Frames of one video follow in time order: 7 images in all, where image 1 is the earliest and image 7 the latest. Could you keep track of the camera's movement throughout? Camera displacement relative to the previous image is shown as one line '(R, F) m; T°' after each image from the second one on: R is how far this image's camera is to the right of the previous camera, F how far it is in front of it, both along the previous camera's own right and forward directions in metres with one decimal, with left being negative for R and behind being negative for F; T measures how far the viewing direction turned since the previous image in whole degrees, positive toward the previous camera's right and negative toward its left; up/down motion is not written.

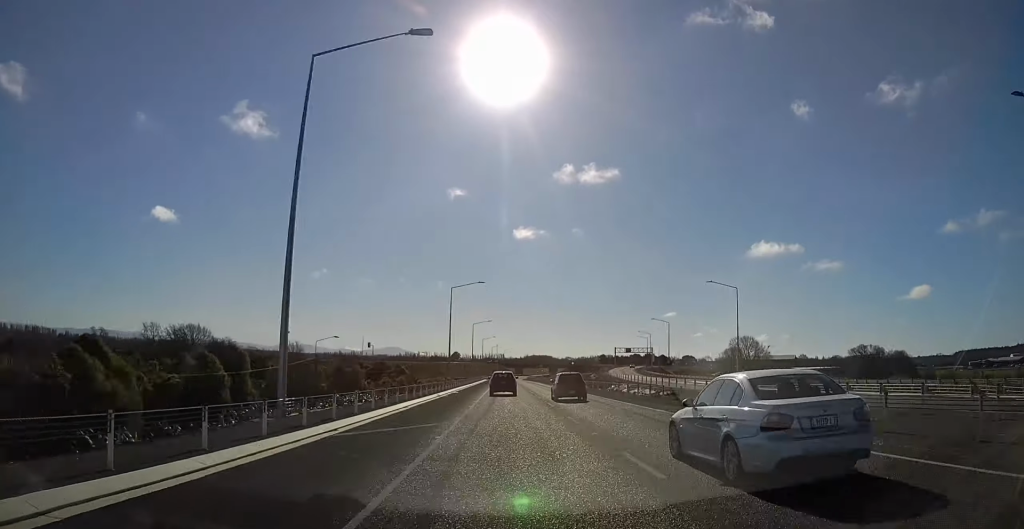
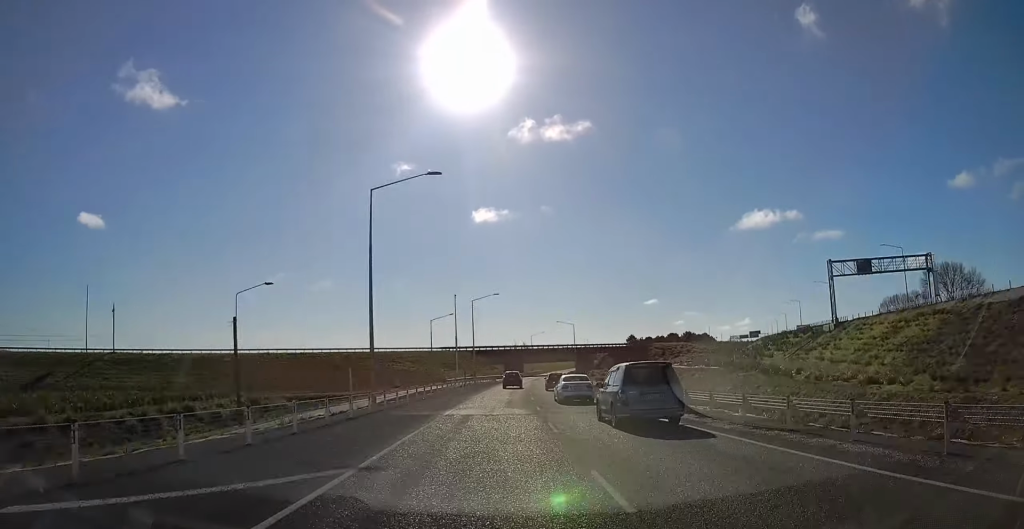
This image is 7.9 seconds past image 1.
(+2.6, +212.9) m; +3°
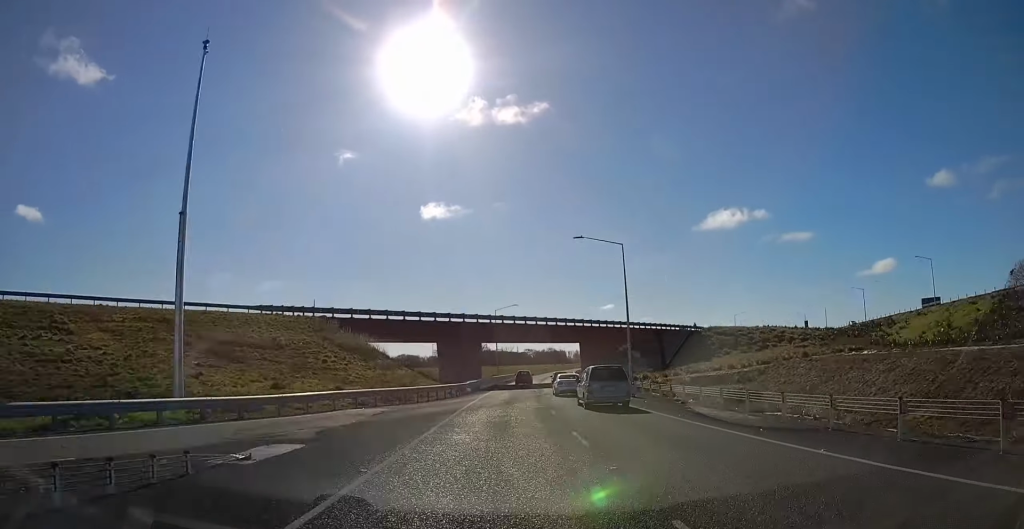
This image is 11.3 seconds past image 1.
(+3.2, +94.1) m; +4°
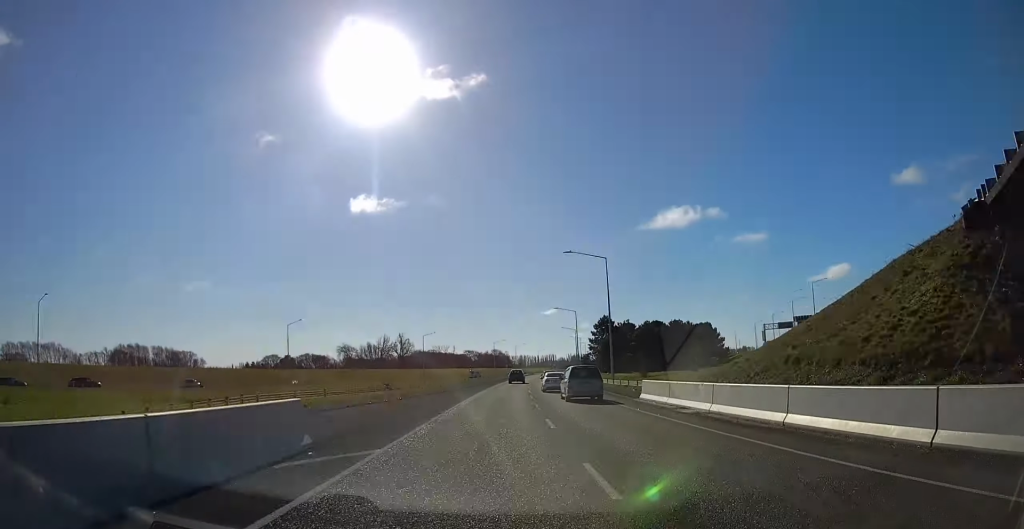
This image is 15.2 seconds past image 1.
(+4.7, +105.1) m; +5°
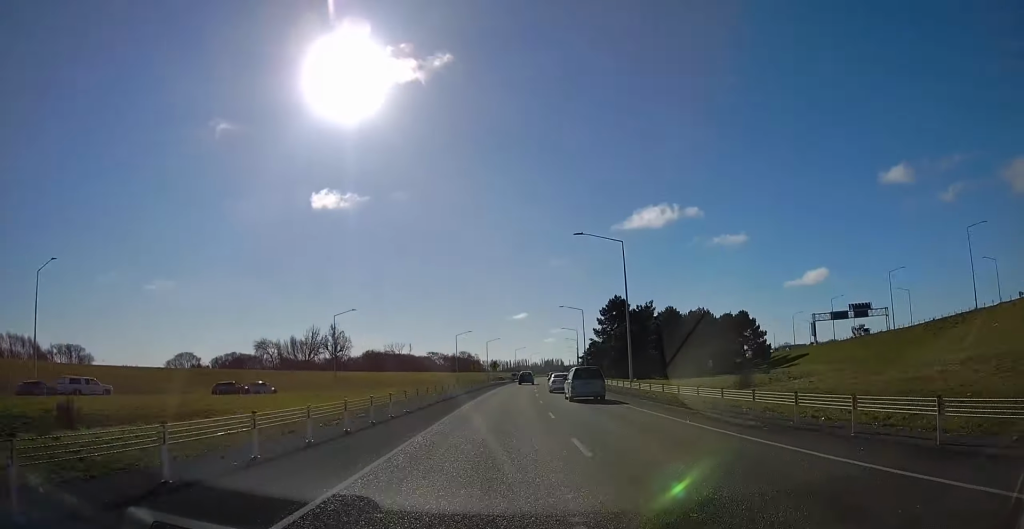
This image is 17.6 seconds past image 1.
(+1.8, +65.5) m; +3°
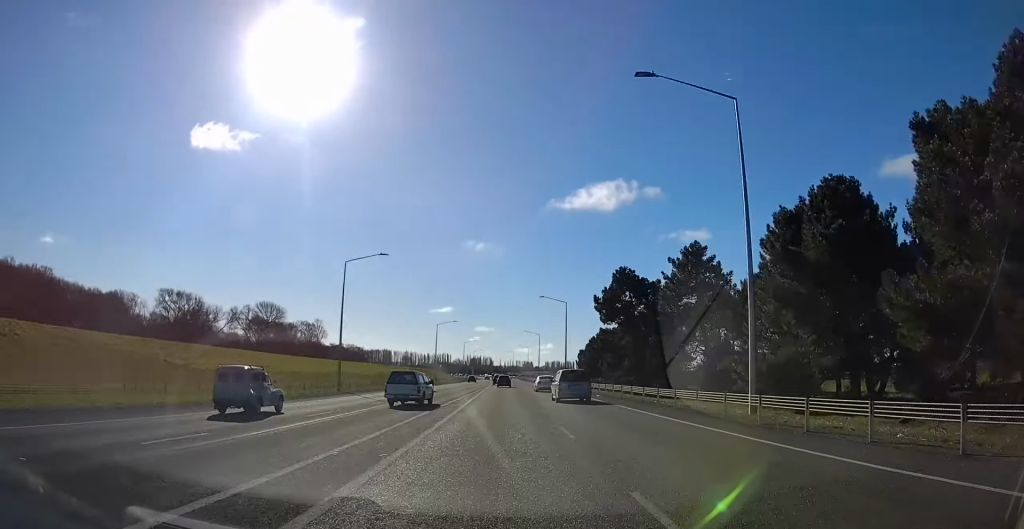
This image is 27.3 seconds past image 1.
(+17.9, +266.6) m; +5°
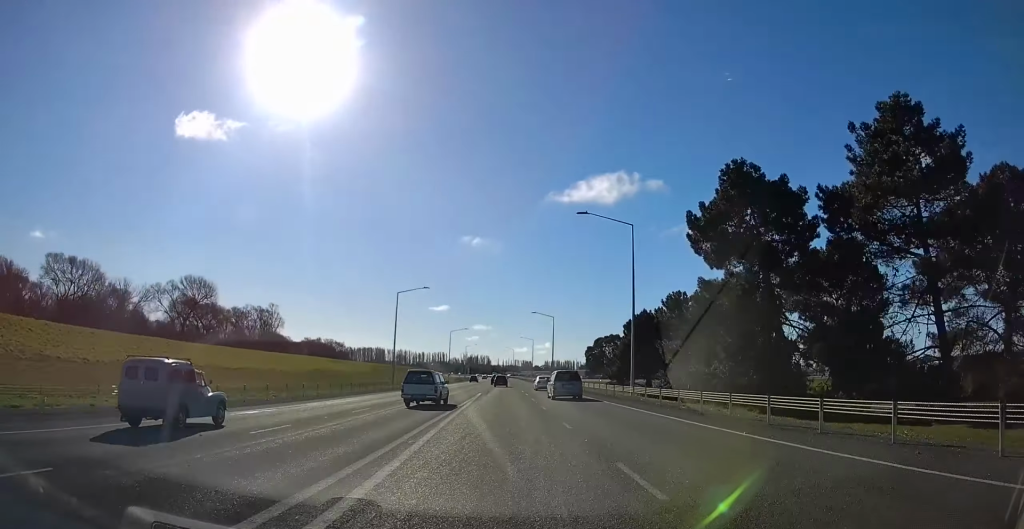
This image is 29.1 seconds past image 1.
(+0.1, +47.7) m; 0°
